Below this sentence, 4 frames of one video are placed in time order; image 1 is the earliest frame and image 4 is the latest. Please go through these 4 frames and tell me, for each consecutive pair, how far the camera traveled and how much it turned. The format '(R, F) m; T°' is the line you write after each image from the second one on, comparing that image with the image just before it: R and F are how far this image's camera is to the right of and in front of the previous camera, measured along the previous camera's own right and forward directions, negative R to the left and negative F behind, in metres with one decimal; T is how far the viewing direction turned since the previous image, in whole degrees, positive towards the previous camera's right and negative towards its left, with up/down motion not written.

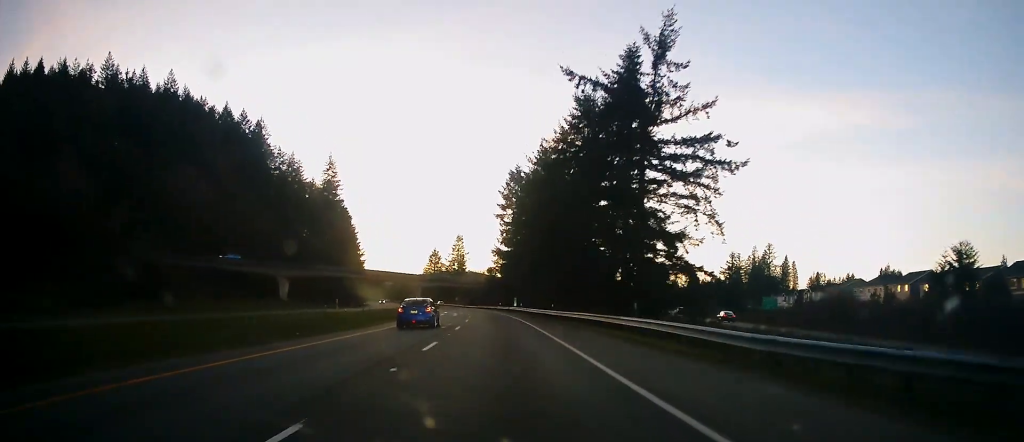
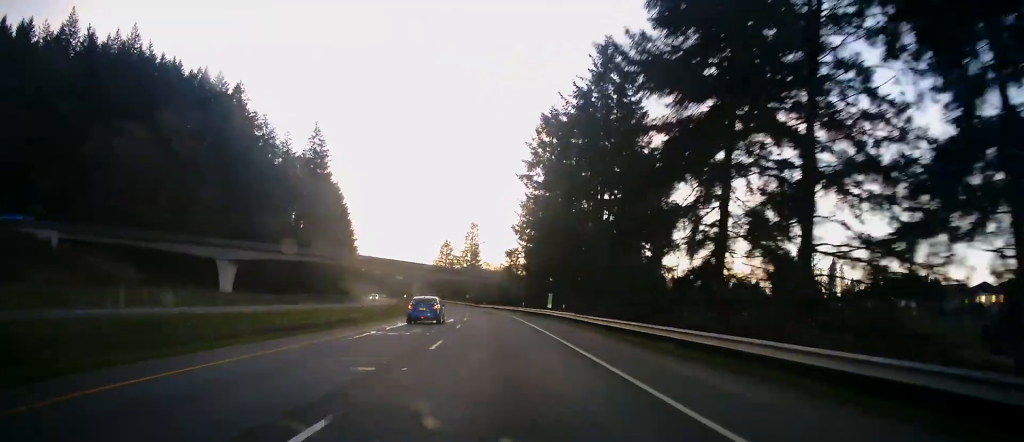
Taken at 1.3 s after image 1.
(-0.2, +37.6) m; -1°
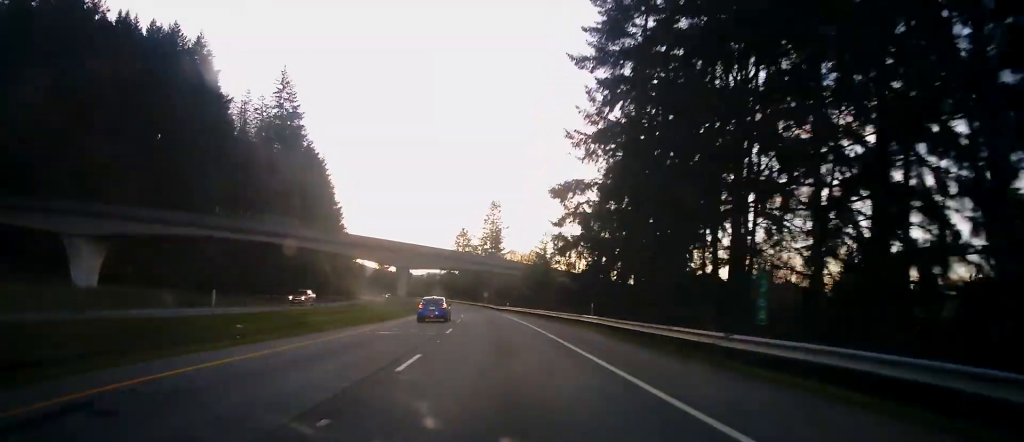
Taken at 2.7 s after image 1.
(-1.0, +41.8) m; -2°
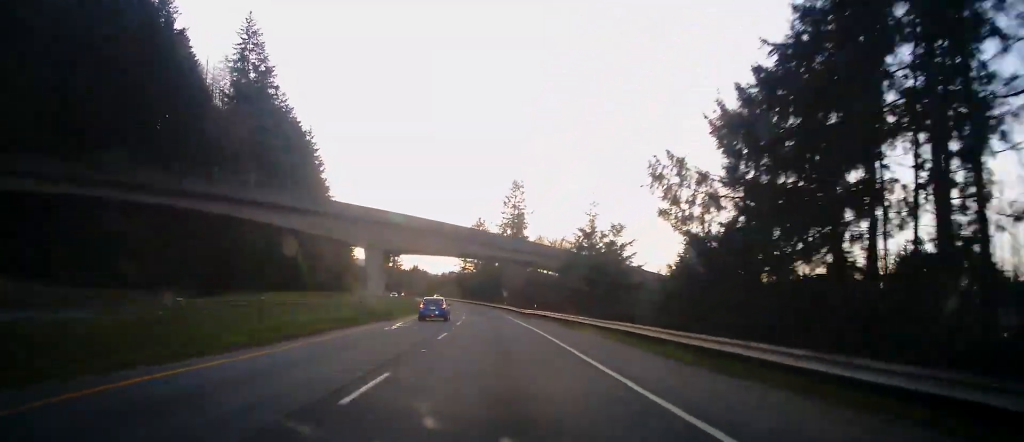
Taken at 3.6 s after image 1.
(0.0, +28.2) m; -2°
